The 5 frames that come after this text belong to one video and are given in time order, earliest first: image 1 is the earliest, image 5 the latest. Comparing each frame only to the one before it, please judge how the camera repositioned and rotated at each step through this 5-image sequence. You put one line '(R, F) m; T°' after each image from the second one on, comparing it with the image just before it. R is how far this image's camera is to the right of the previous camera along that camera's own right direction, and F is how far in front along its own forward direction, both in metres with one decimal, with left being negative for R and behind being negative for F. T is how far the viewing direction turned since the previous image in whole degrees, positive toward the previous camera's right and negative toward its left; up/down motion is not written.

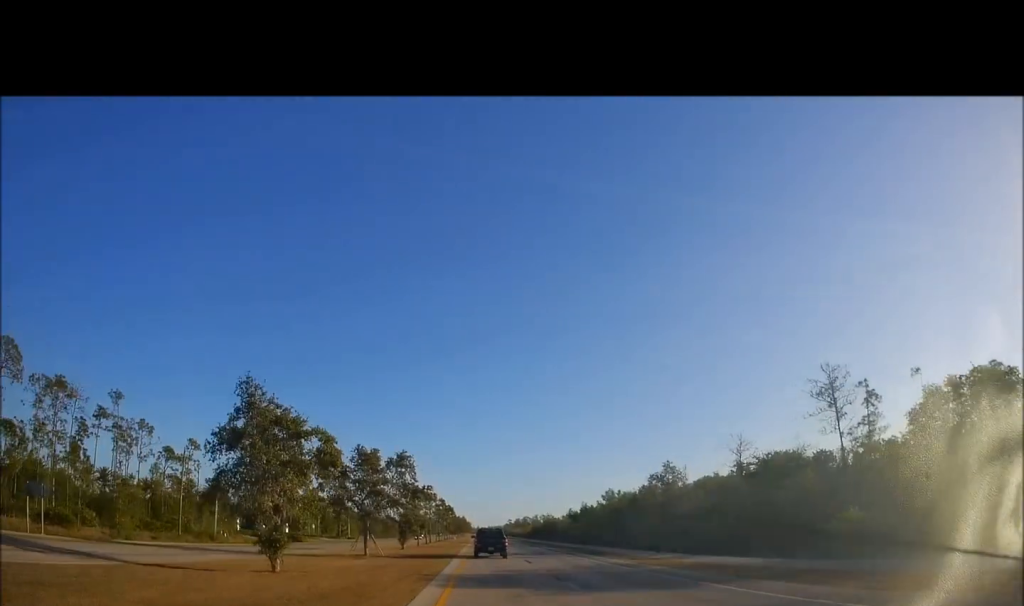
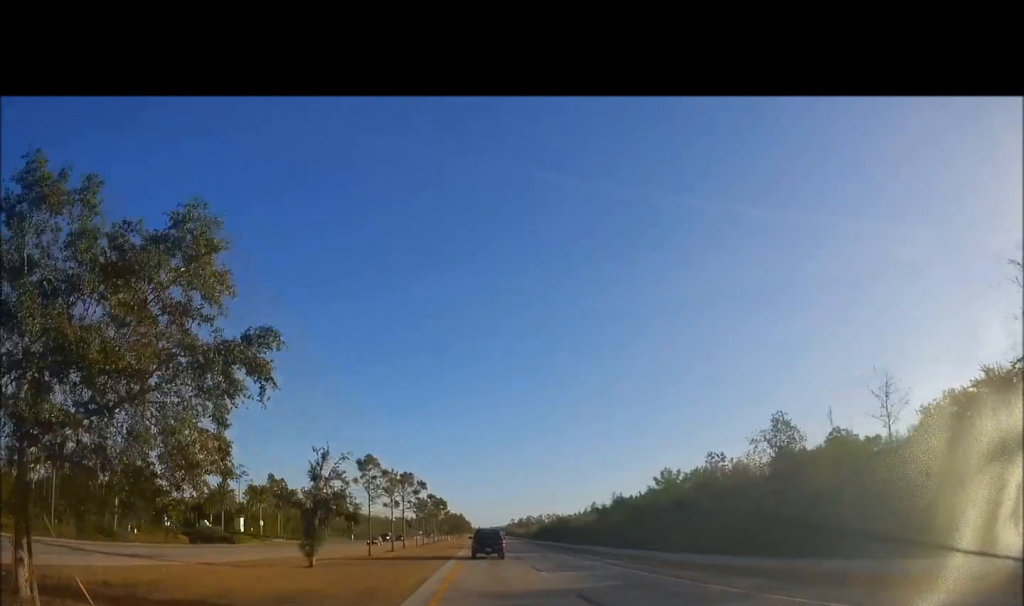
(+0.1, +30.8) m; 0°
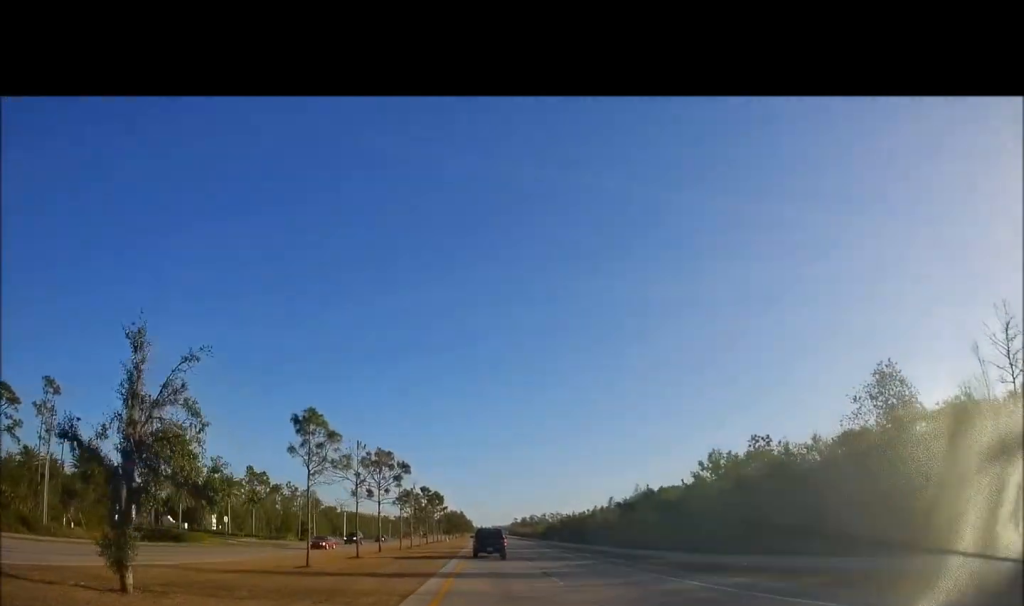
(-0.1, +14.7) m; -1°
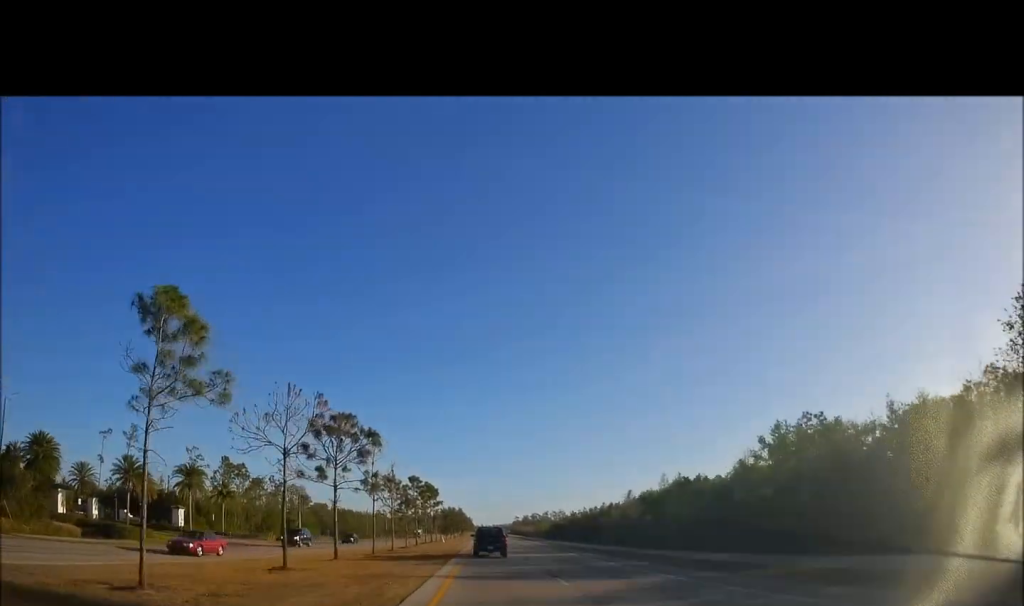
(-0.1, +13.2) m; 0°
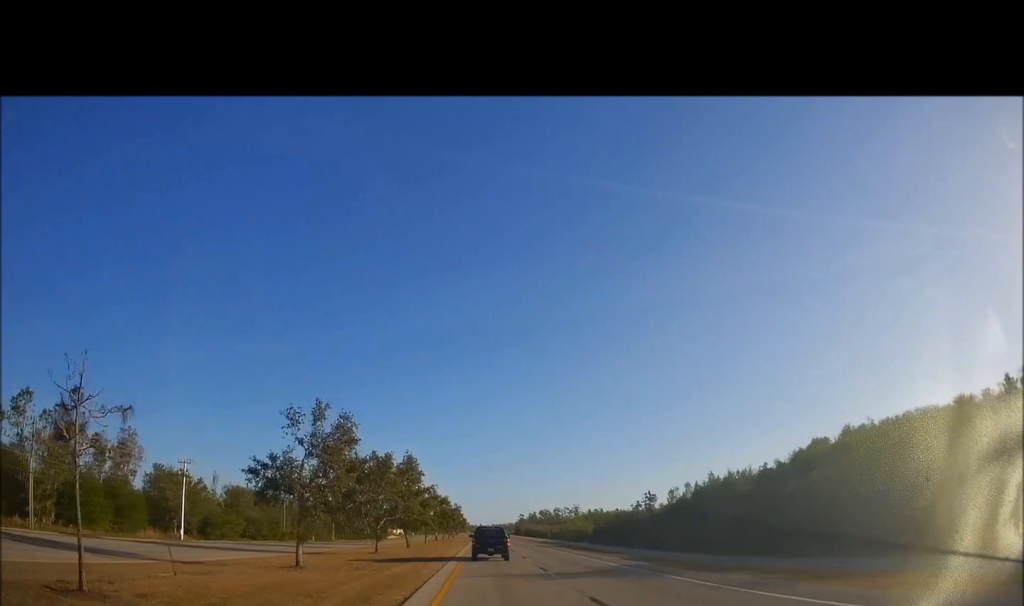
(+0.1, +93.7) m; 0°
